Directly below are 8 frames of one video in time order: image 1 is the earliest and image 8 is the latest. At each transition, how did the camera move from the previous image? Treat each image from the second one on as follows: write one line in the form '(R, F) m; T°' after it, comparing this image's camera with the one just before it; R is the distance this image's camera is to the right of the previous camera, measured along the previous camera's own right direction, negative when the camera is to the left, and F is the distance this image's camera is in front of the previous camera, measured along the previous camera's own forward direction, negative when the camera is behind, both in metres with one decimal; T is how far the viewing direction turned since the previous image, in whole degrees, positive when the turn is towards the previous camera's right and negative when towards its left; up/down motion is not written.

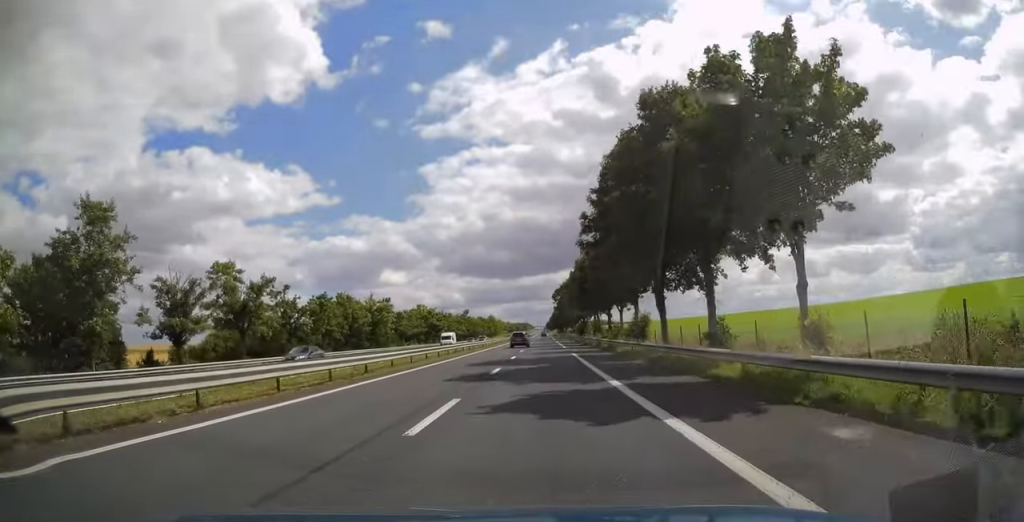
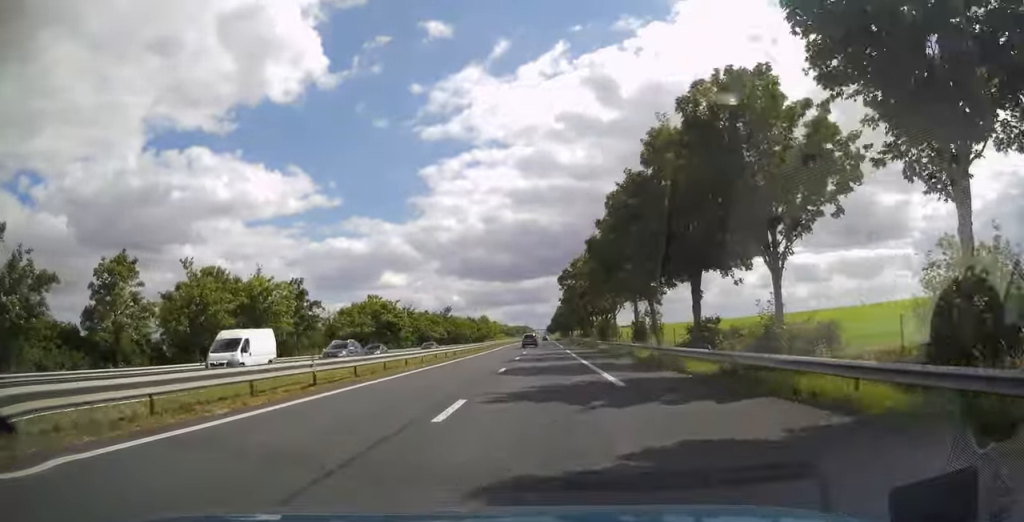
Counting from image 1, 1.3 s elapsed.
(0.0, +38.3) m; 0°
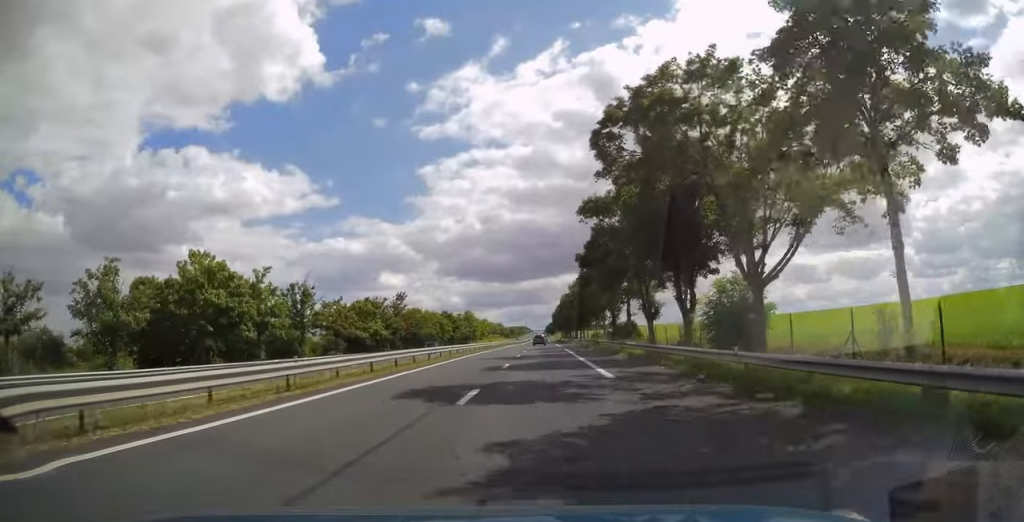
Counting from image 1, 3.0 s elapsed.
(+0.1, +51.6) m; 0°
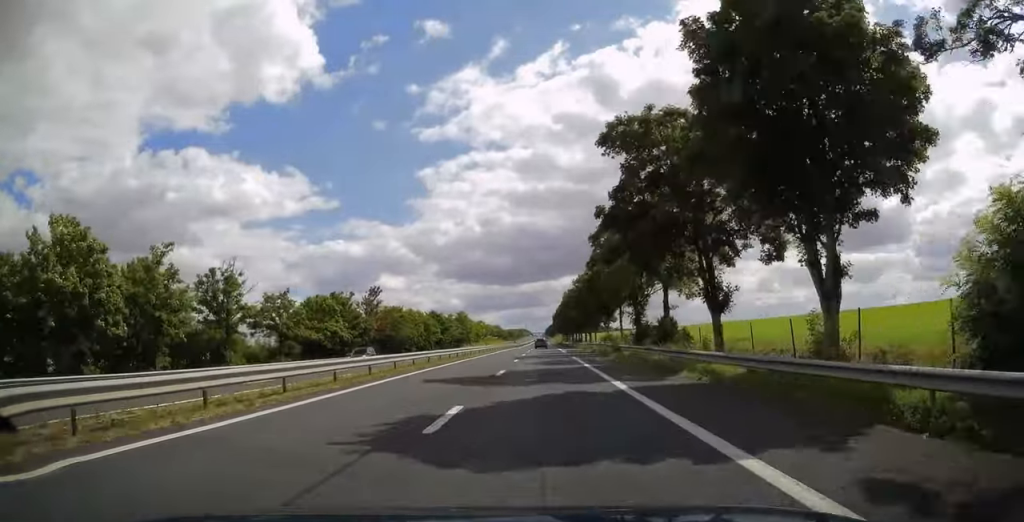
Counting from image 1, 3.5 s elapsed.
(0.0, +17.0) m; 0°
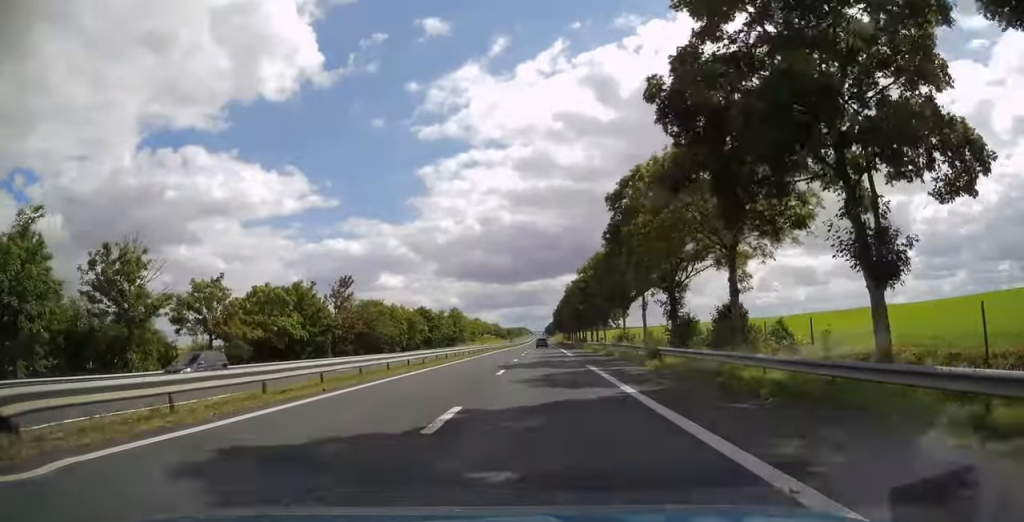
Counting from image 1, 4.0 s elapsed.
(0.0, +14.0) m; 0°
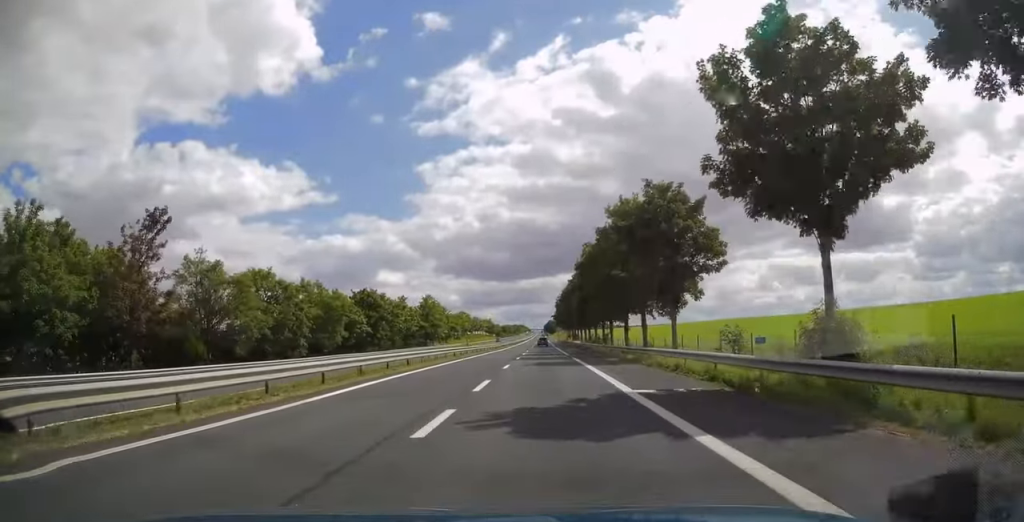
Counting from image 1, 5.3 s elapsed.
(+0.1, +43.5) m; 0°
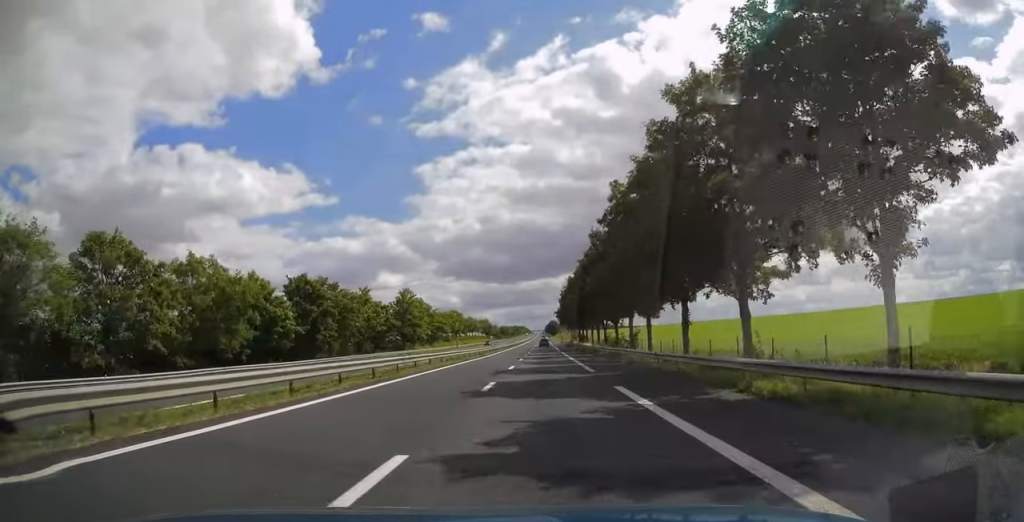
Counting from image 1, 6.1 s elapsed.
(0.0, +26.2) m; 0°
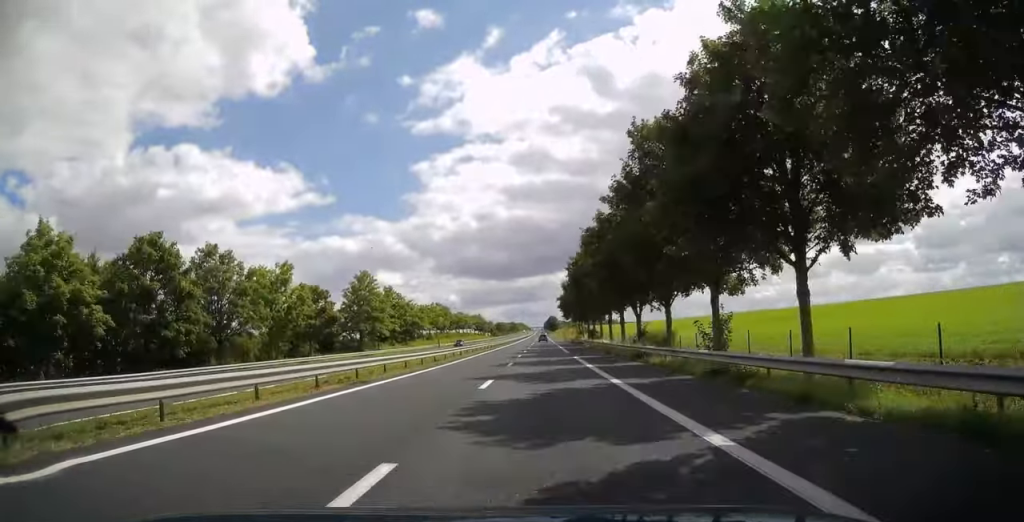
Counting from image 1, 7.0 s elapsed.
(0.0, +27.1) m; 0°
